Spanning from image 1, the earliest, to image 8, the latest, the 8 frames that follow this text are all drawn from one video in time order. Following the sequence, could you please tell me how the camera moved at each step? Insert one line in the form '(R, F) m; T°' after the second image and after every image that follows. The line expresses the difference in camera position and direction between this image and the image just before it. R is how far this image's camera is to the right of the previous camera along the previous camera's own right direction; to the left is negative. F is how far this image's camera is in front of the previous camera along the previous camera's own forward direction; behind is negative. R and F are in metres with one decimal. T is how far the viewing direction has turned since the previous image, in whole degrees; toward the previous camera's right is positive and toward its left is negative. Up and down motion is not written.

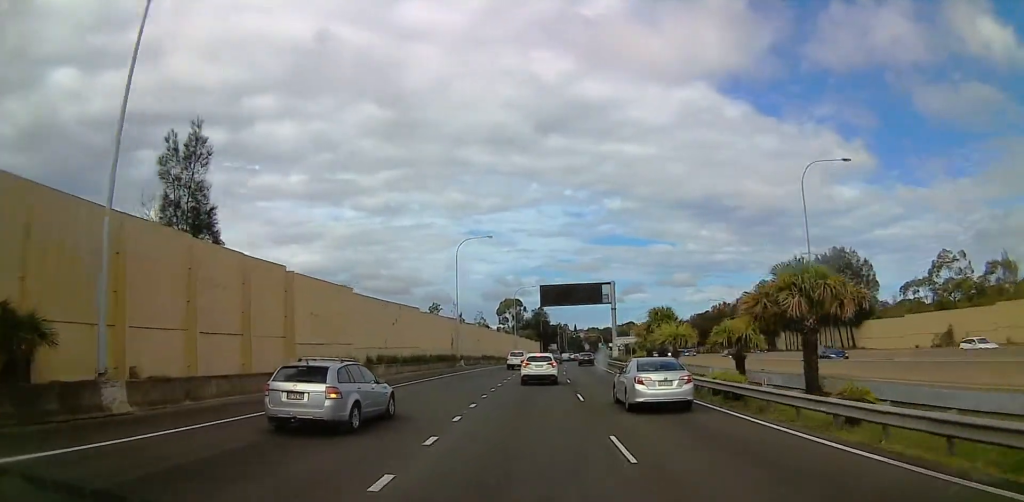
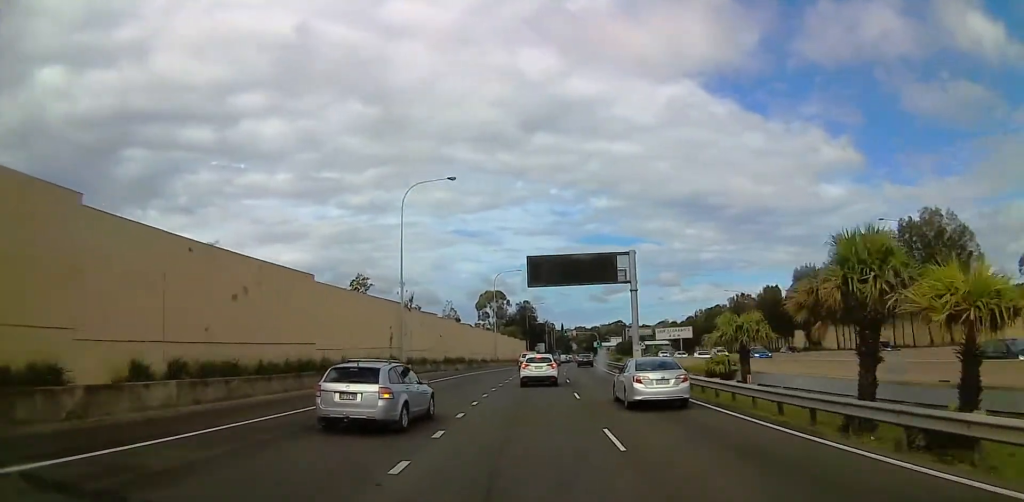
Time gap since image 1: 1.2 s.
(+0.5, +22.6) m; +3°
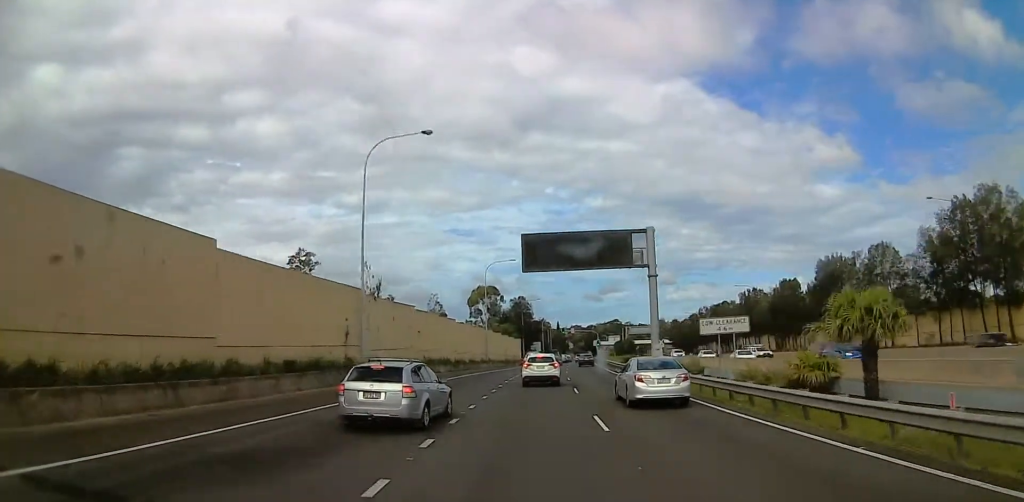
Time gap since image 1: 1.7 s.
(0.0, +9.0) m; +1°
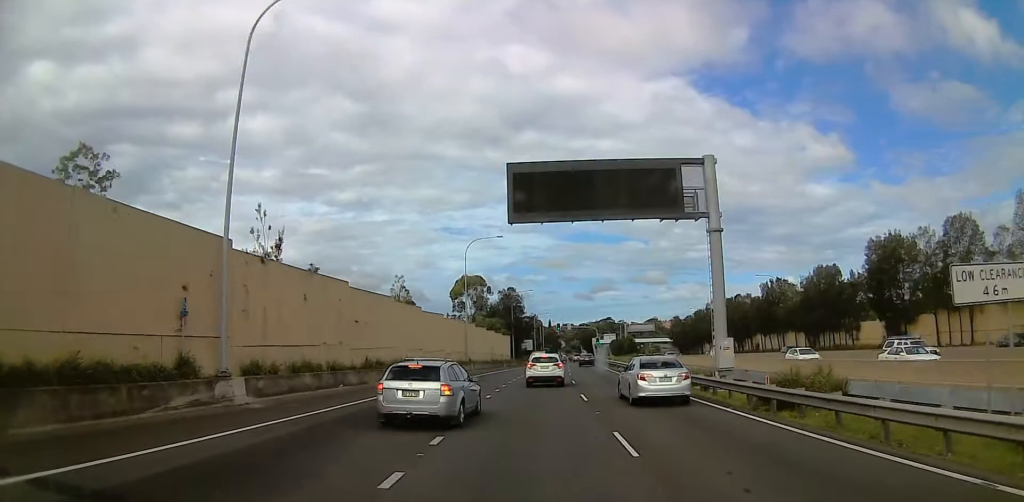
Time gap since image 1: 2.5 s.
(+0.3, +14.9) m; +1°
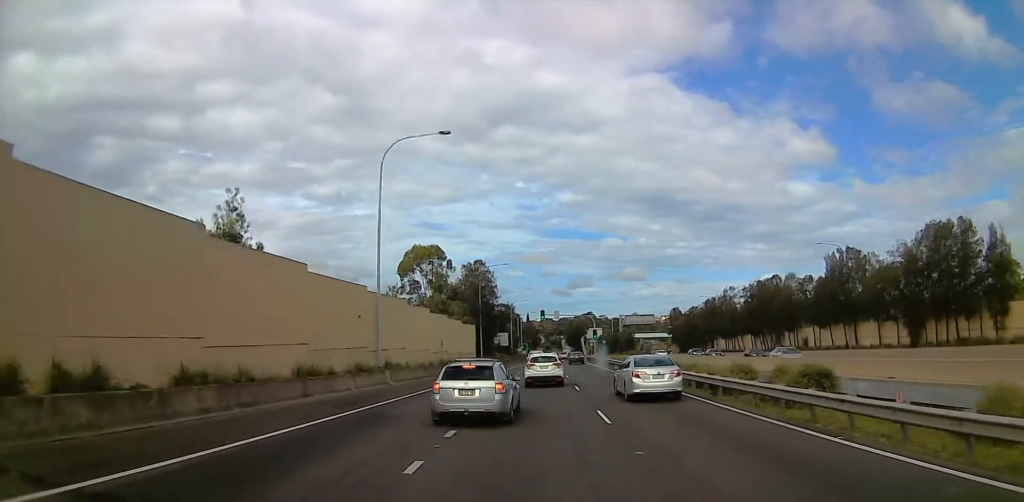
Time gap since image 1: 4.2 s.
(+0.1, +31.2) m; 0°
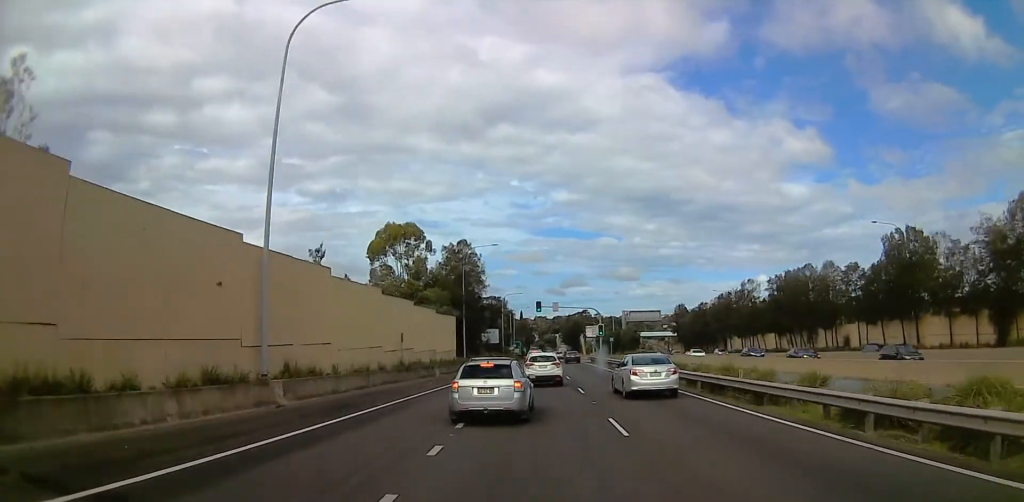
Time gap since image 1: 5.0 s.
(0.0, +14.2) m; 0°
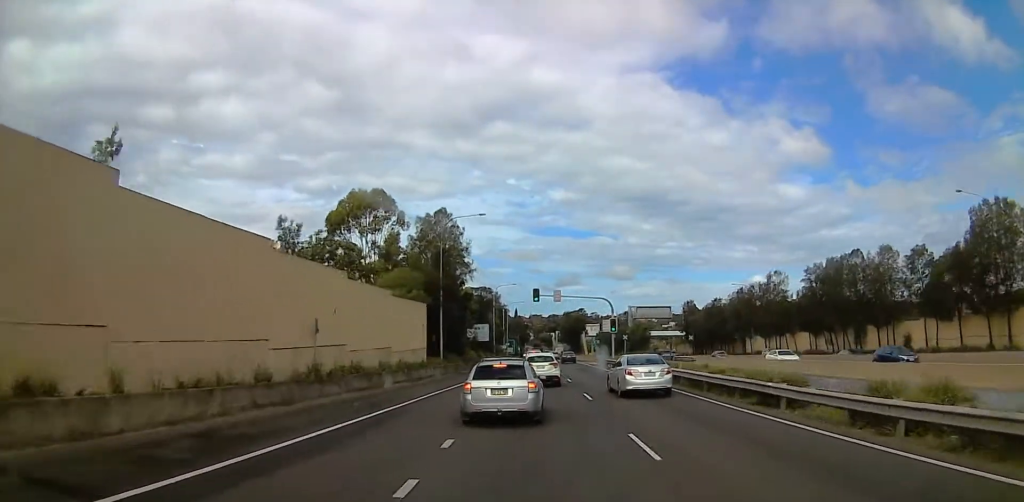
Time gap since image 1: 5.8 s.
(0.0, +15.1) m; 0°
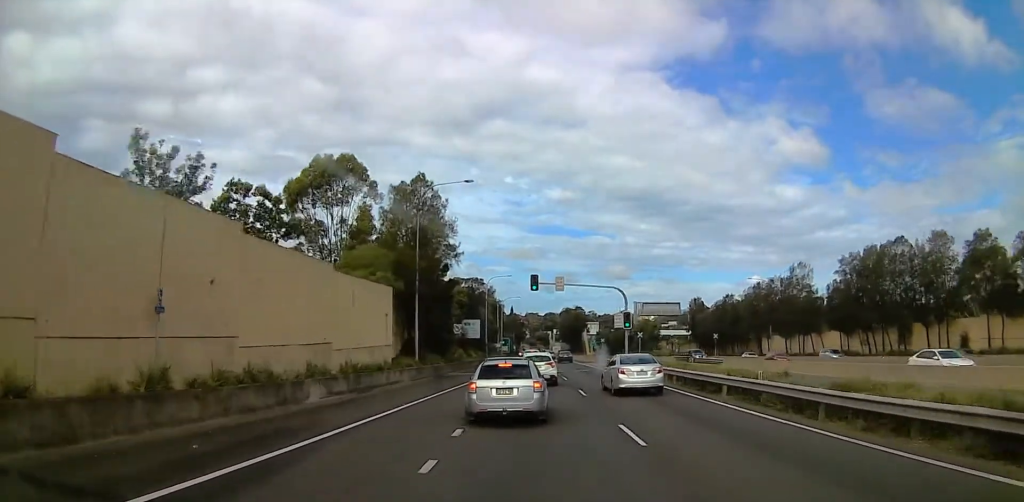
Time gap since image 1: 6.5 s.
(0.0, +11.4) m; 0°
